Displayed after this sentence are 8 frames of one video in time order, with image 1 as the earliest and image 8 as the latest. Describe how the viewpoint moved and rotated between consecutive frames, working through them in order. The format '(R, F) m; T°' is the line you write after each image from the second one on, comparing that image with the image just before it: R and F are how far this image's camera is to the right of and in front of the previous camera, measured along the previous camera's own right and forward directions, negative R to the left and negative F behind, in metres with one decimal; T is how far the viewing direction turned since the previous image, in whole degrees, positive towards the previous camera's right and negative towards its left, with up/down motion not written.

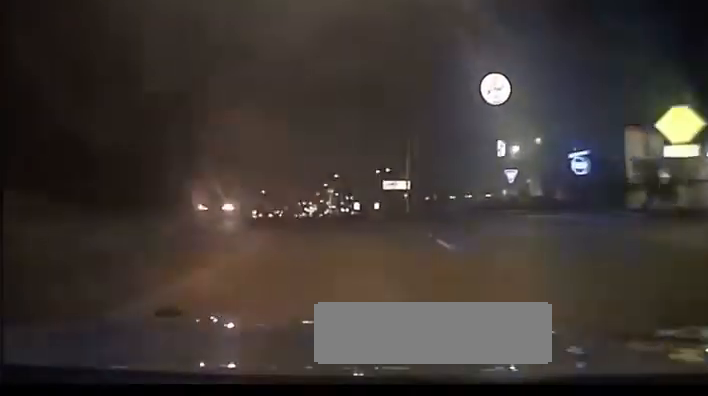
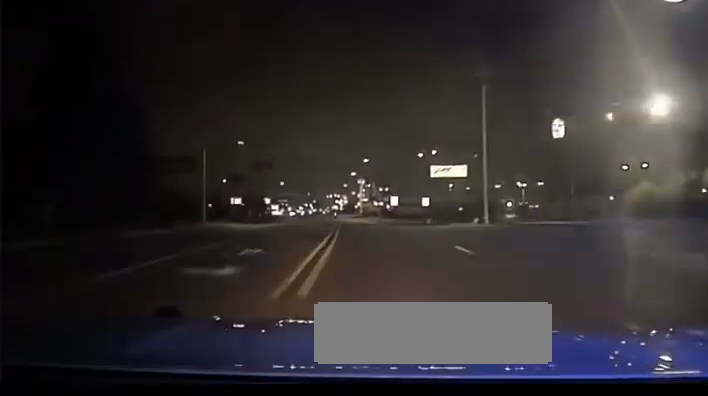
(-0.7, +37.8) m; -3°
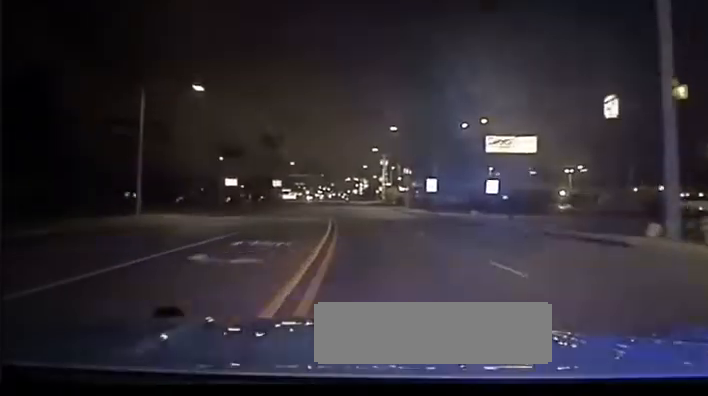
(-0.6, +28.9) m; -2°
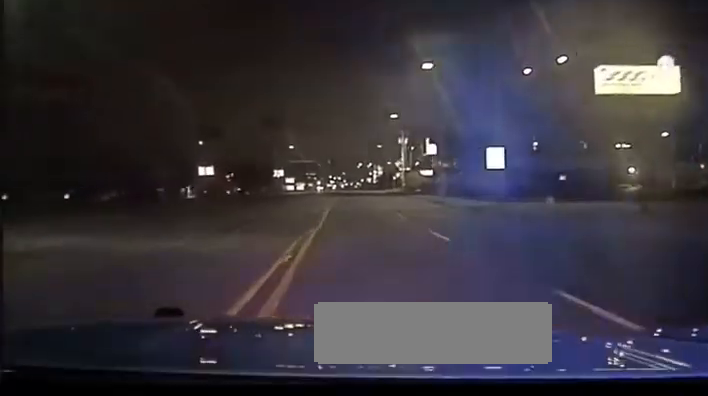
(-0.4, +29.8) m; -1°
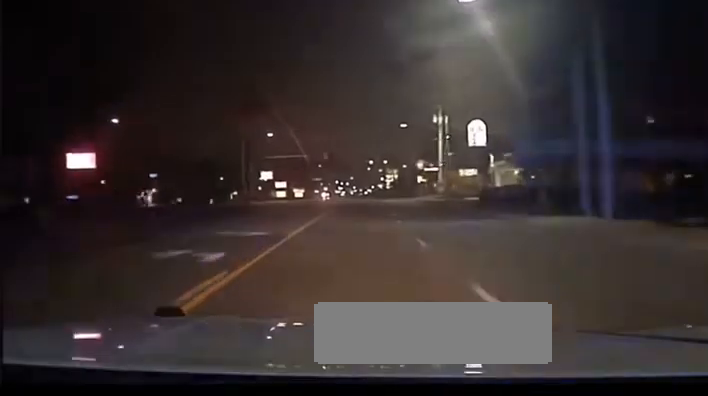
(-0.2, +47.1) m; 0°
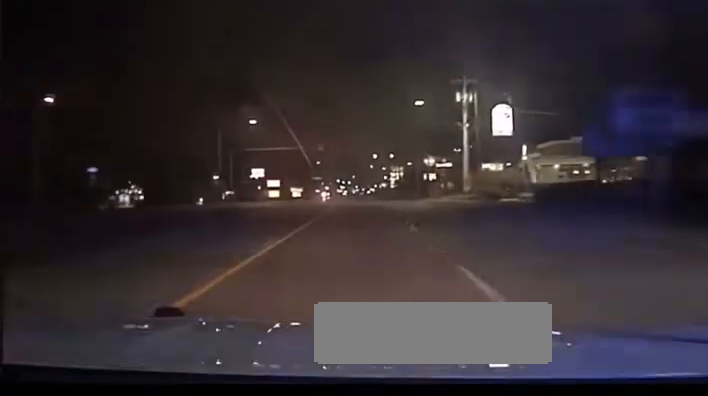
(0.0, +17.8) m; 0°
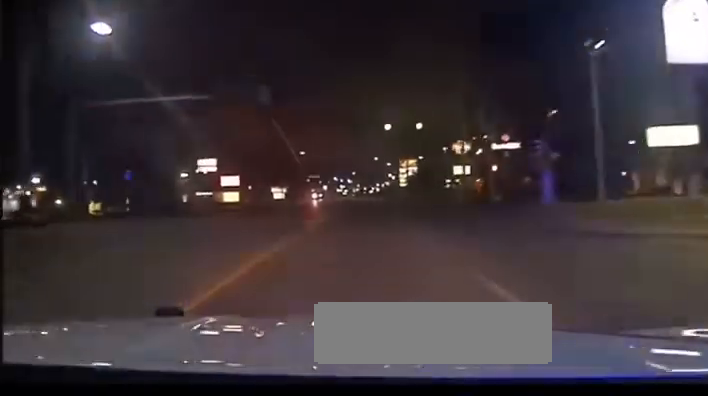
(0.0, +50.5) m; -1°
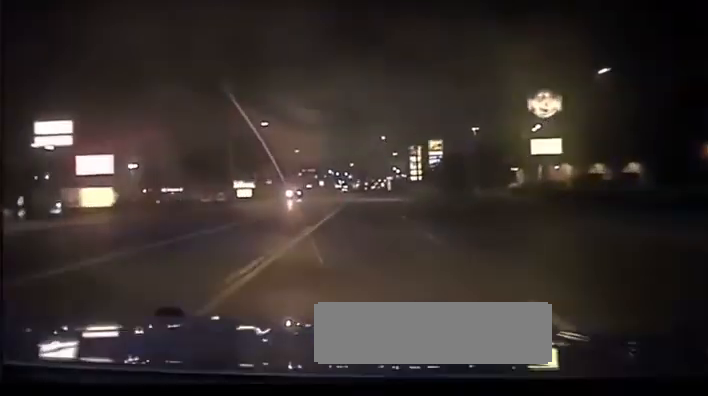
(-0.5, +51.6) m; -1°
